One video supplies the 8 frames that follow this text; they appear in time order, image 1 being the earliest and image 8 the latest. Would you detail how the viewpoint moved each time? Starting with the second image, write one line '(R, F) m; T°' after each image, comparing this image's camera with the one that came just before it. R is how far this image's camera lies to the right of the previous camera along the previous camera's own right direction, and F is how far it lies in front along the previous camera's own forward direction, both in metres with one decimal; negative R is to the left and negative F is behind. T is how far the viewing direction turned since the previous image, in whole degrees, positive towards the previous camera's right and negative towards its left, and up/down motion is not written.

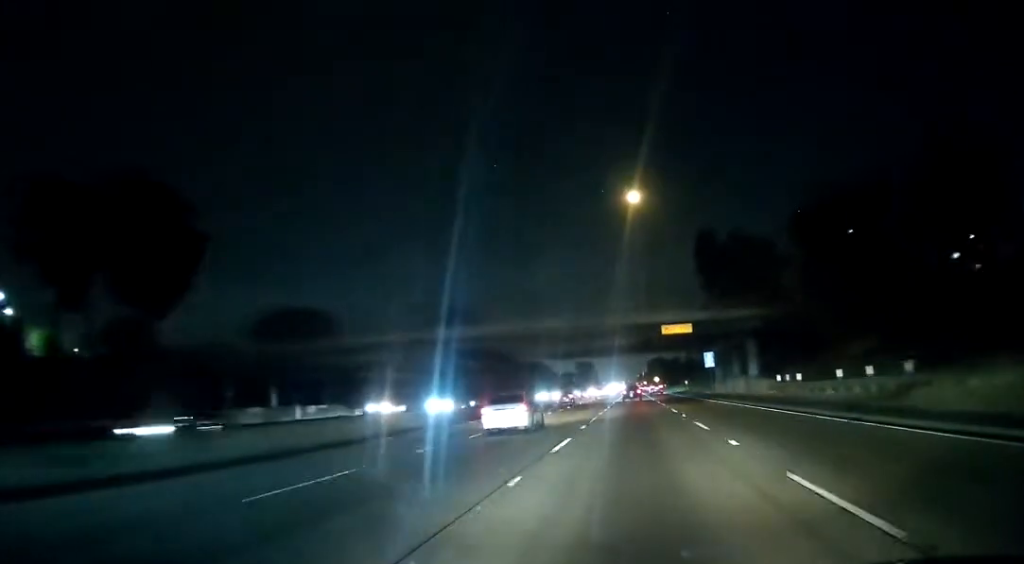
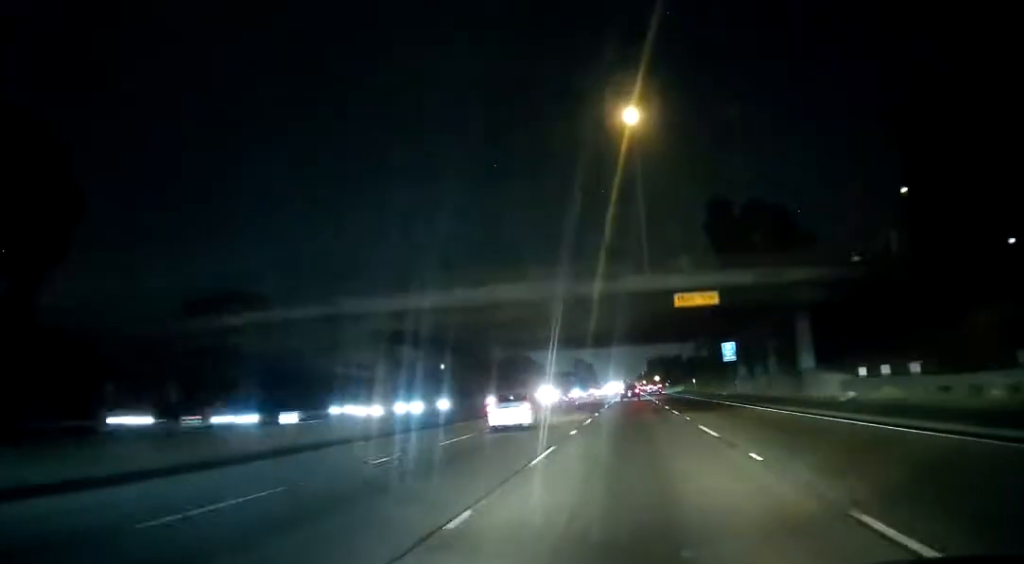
(0.0, +17.4) m; 0°
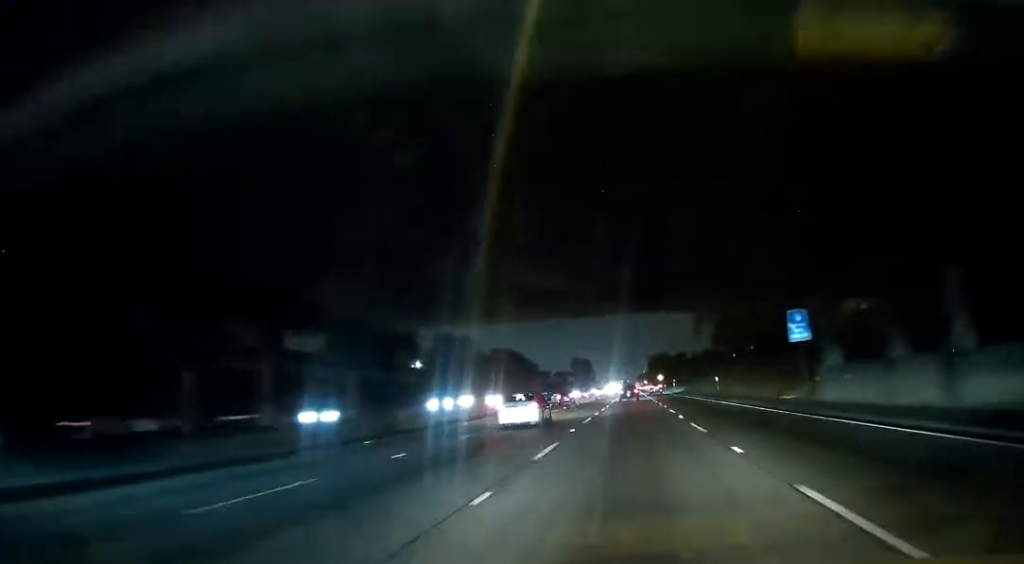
(0.0, +28.1) m; 0°
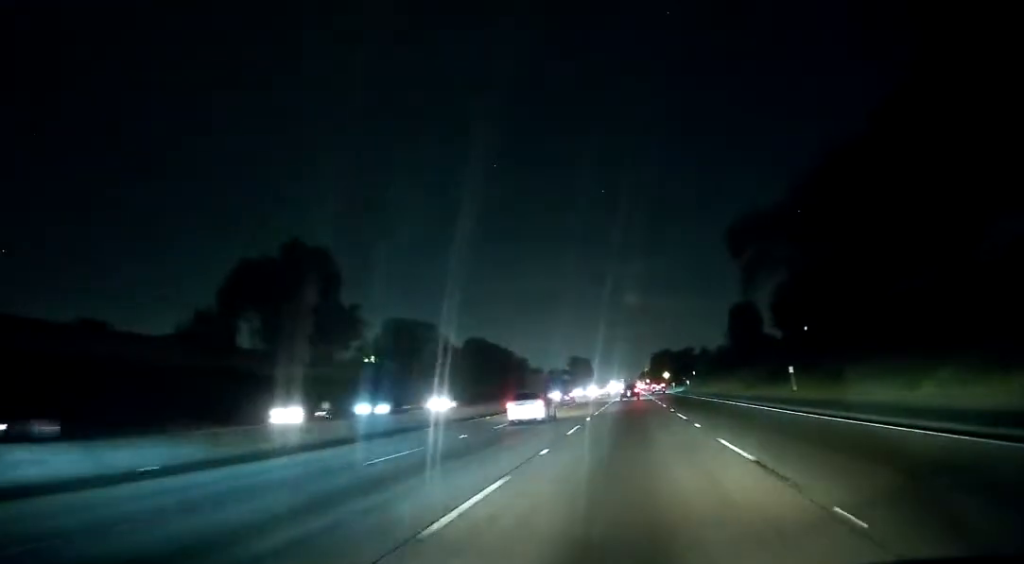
(0.0, +37.0) m; 0°
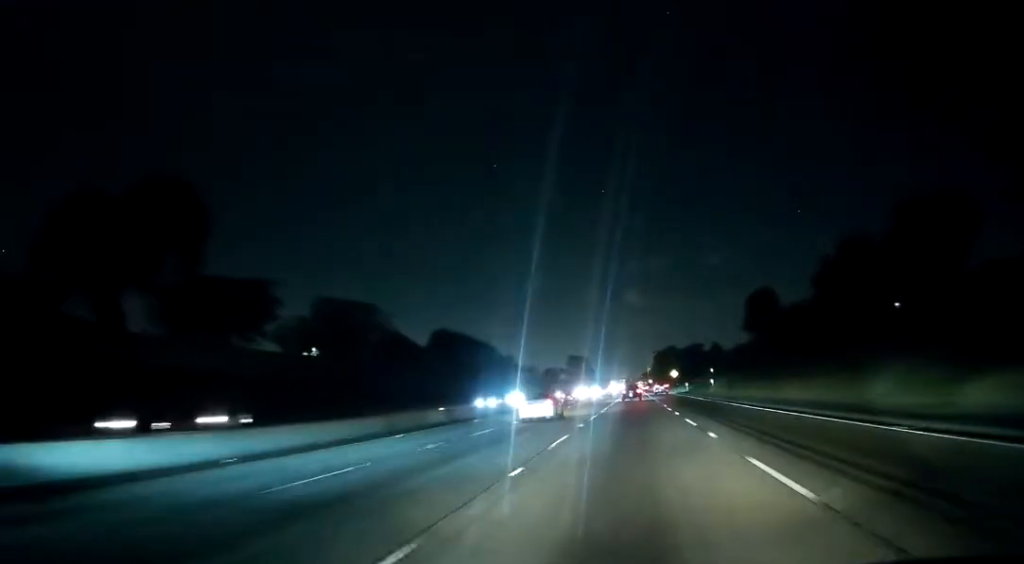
(0.0, +33.8) m; 0°
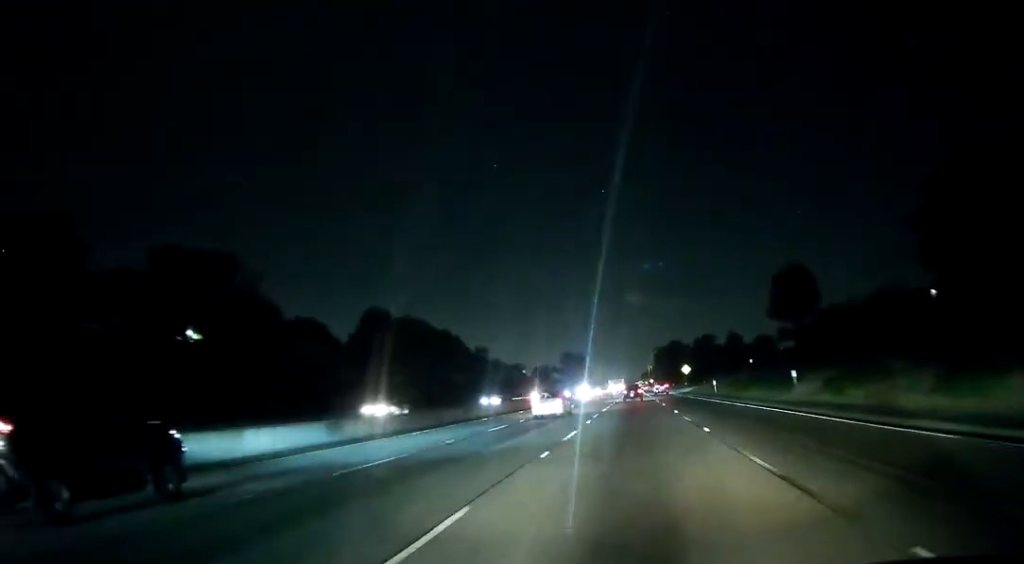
(0.0, +42.6) m; 0°
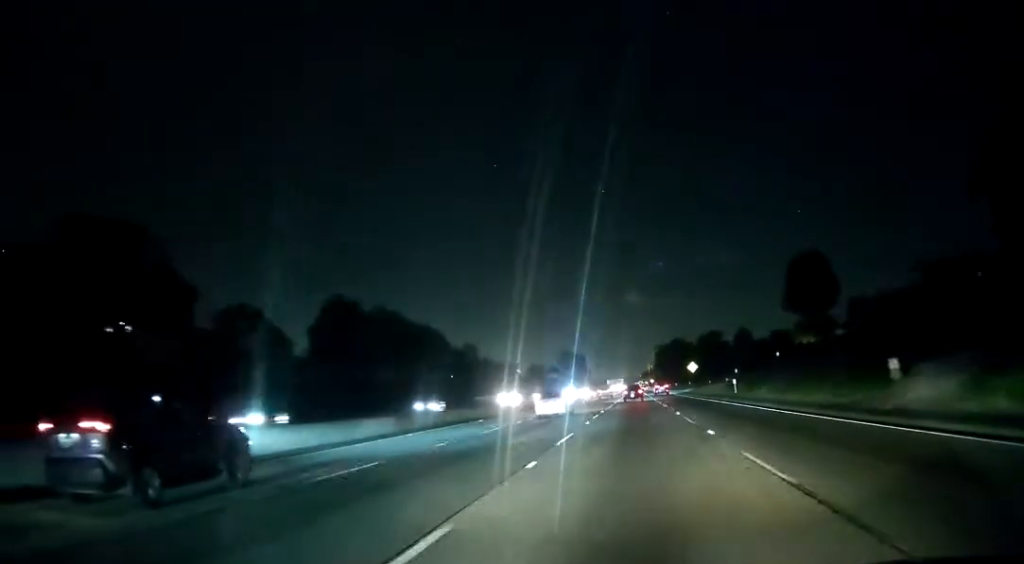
(0.0, +15.2) m; 0°
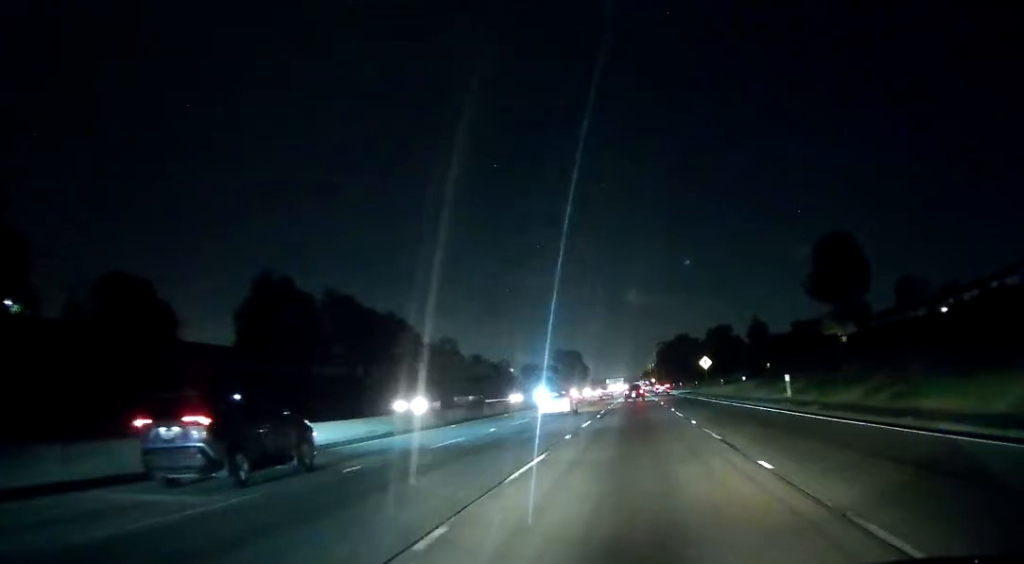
(0.0, +21.9) m; 0°
